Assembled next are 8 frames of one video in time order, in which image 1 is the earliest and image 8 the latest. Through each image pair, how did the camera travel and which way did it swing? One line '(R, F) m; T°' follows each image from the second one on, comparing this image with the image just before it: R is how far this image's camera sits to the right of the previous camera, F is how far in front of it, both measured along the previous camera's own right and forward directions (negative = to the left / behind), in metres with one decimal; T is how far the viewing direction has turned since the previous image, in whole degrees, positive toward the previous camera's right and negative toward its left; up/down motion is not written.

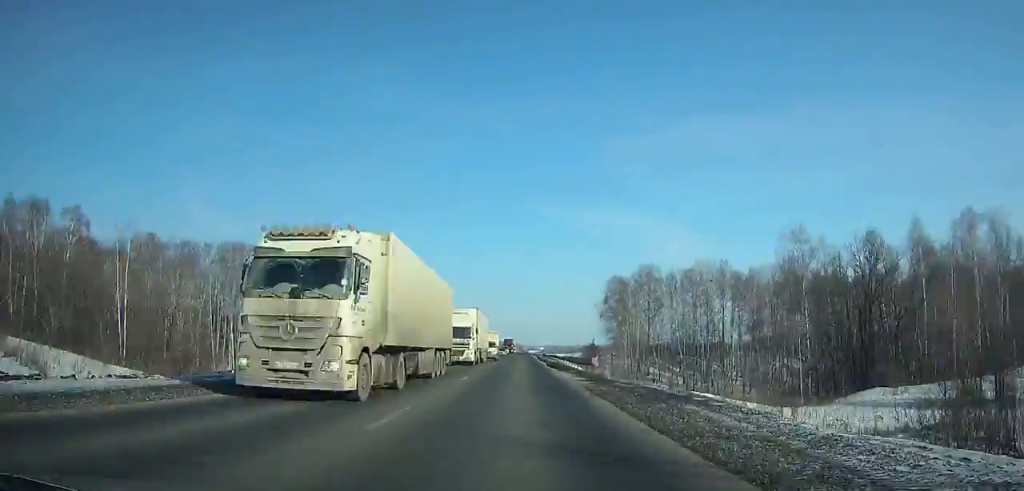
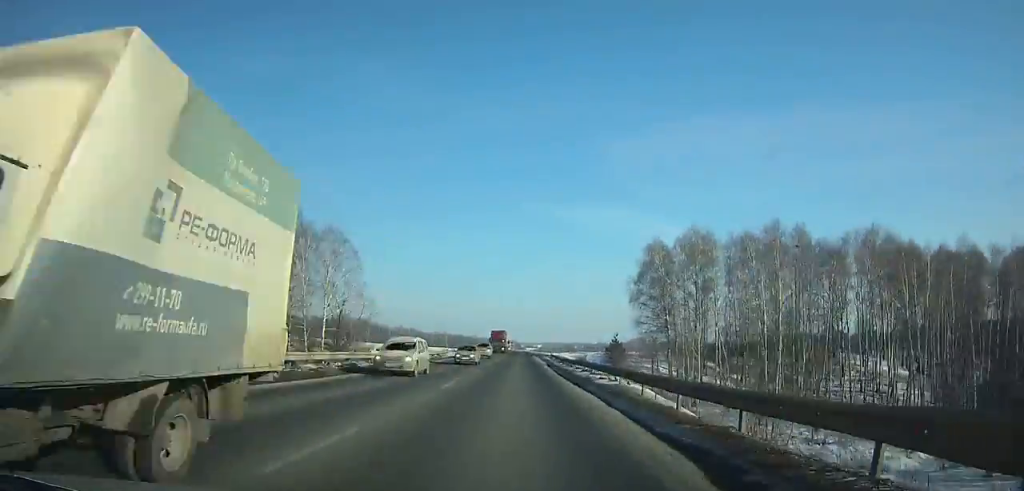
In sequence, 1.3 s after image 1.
(-0.1, +38.5) m; 0°
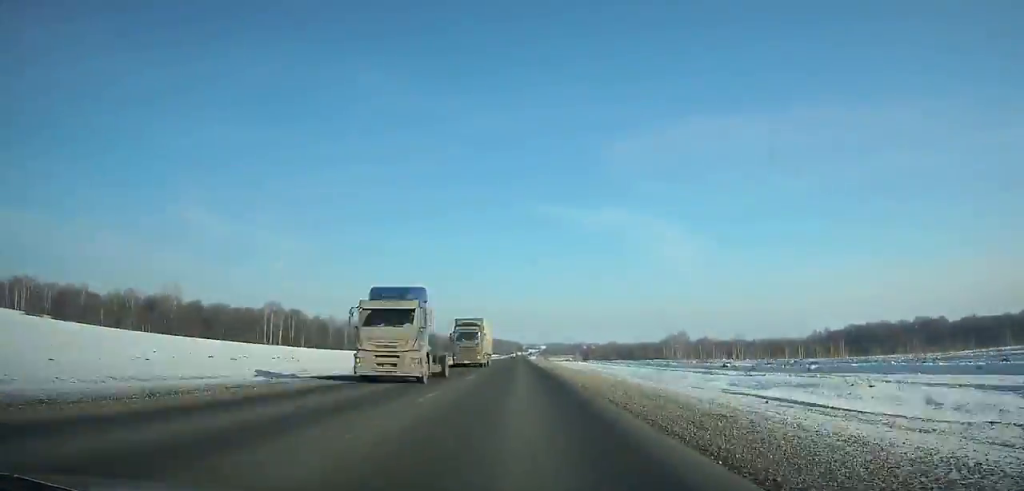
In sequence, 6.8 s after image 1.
(+0.8, +160.5) m; 0°
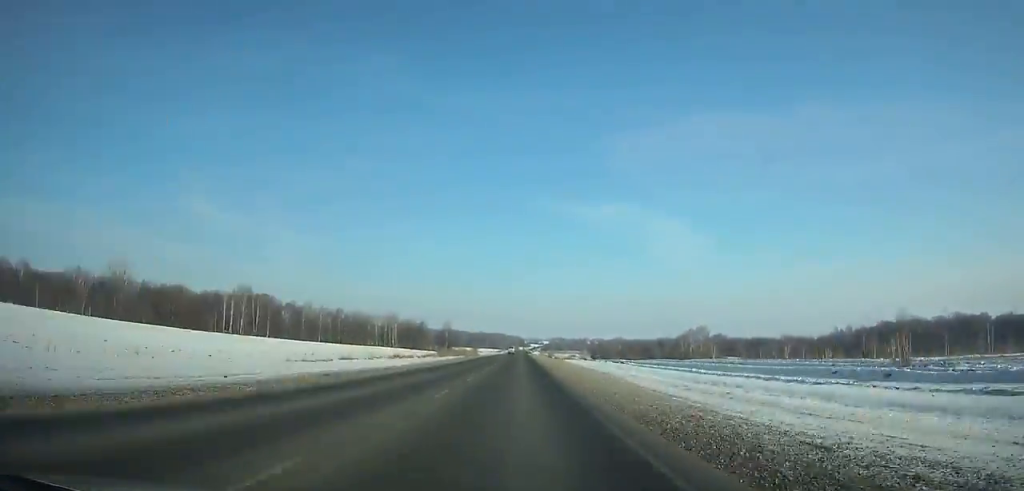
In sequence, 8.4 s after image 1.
(0.0, +46.9) m; 0°
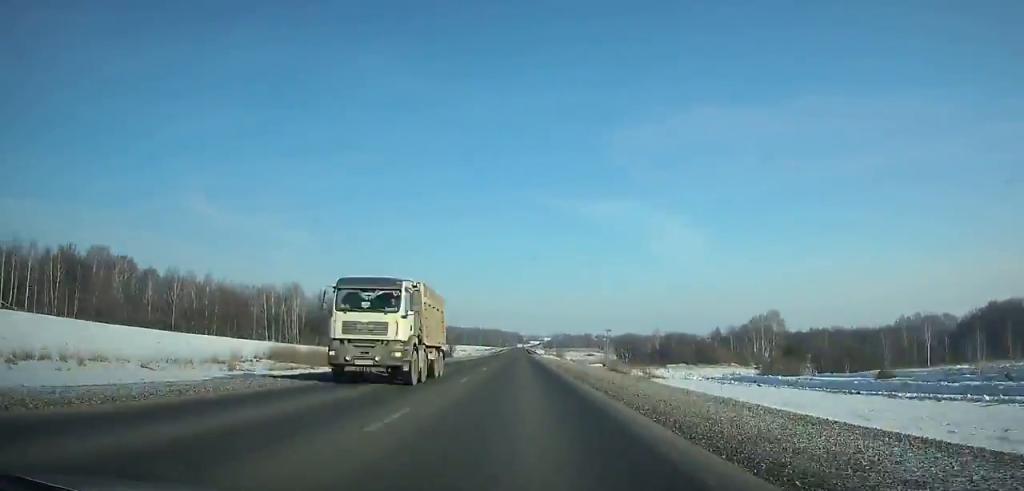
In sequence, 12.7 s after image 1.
(+0.2, +127.1) m; 0°
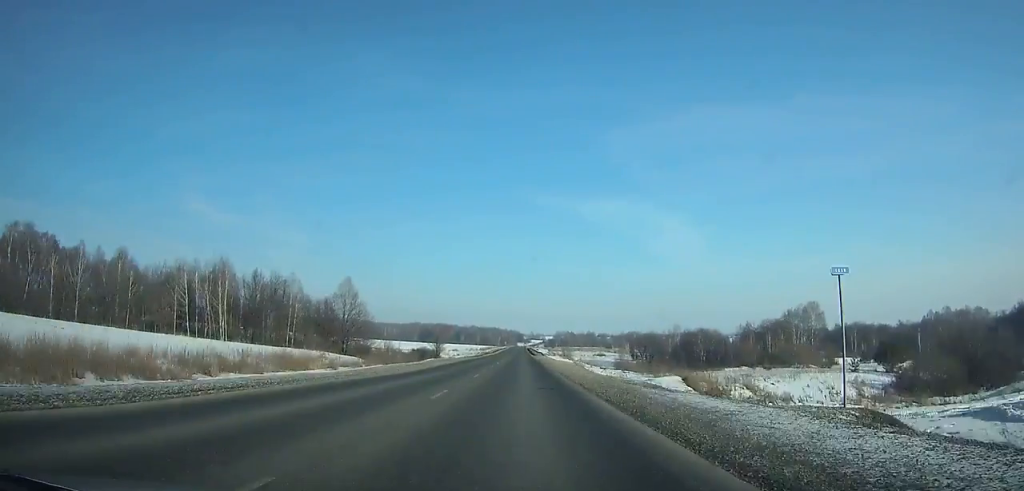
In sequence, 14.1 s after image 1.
(0.0, +42.0) m; 0°
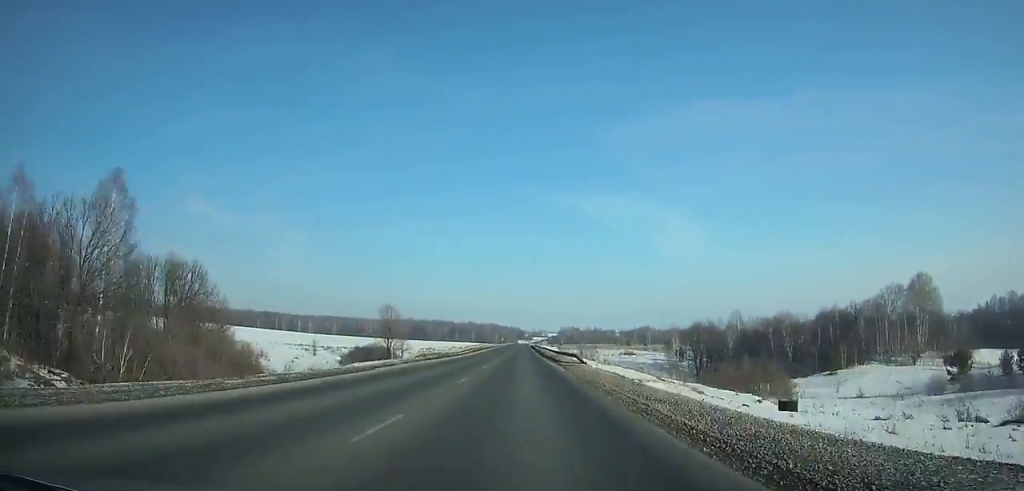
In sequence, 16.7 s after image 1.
(-0.1, +78.3) m; 0°
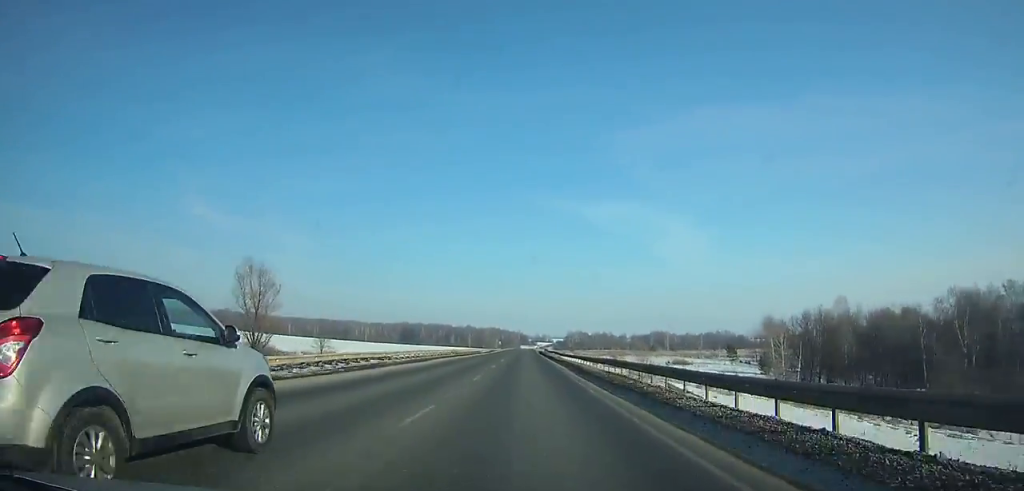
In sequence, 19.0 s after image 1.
(-0.2, +69.8) m; 0°
